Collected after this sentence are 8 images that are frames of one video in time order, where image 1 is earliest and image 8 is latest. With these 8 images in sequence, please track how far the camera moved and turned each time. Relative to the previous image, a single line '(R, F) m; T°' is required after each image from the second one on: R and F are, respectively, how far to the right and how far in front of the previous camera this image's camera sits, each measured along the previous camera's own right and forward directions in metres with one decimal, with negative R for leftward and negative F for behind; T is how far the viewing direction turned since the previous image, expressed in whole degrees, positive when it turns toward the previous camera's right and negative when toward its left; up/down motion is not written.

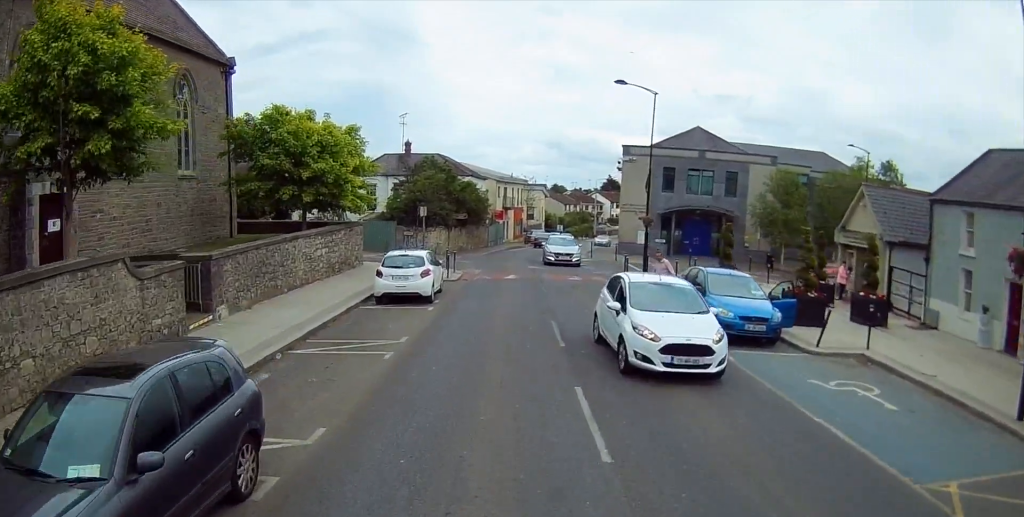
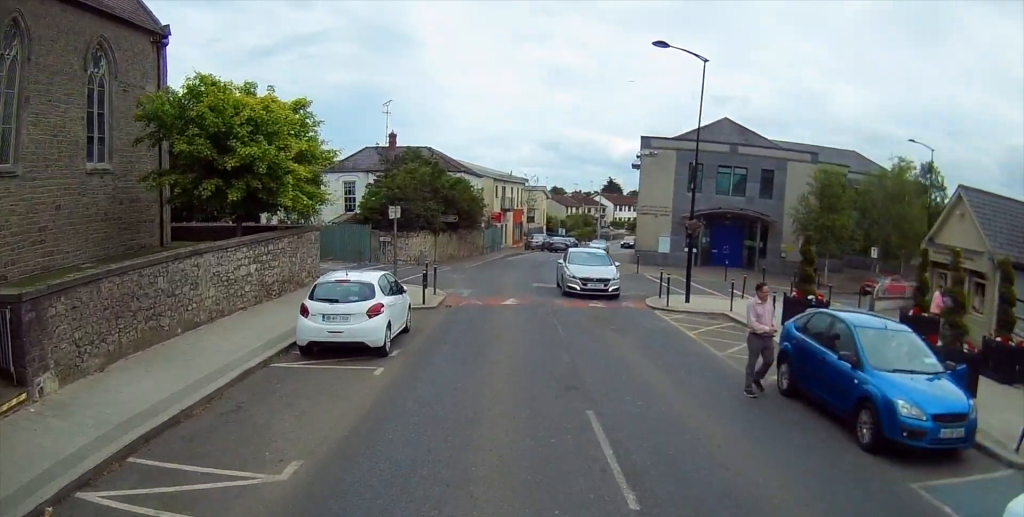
(+0.4, +7.1) m; +2°
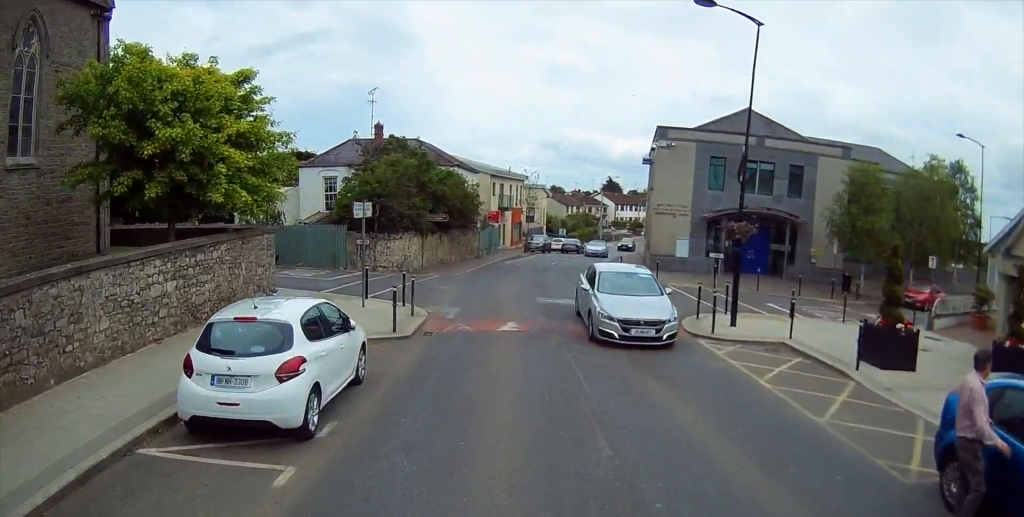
(0.0, +4.6) m; +1°
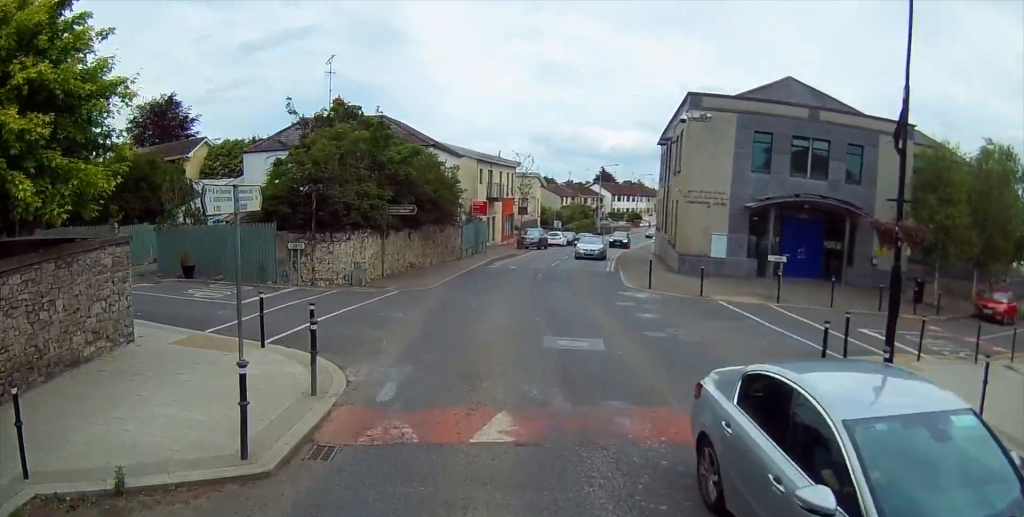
(0.0, +7.6) m; 0°
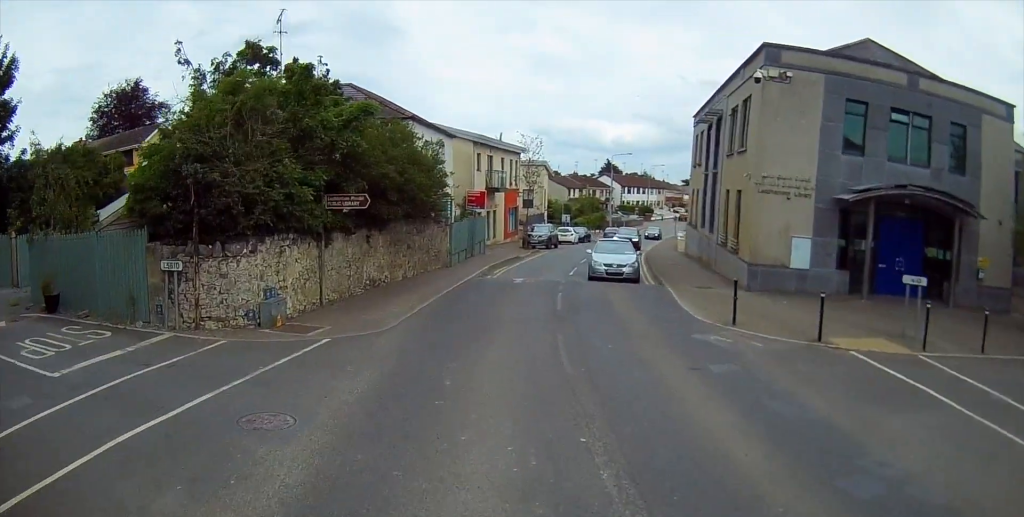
(-0.1, +8.4) m; -3°
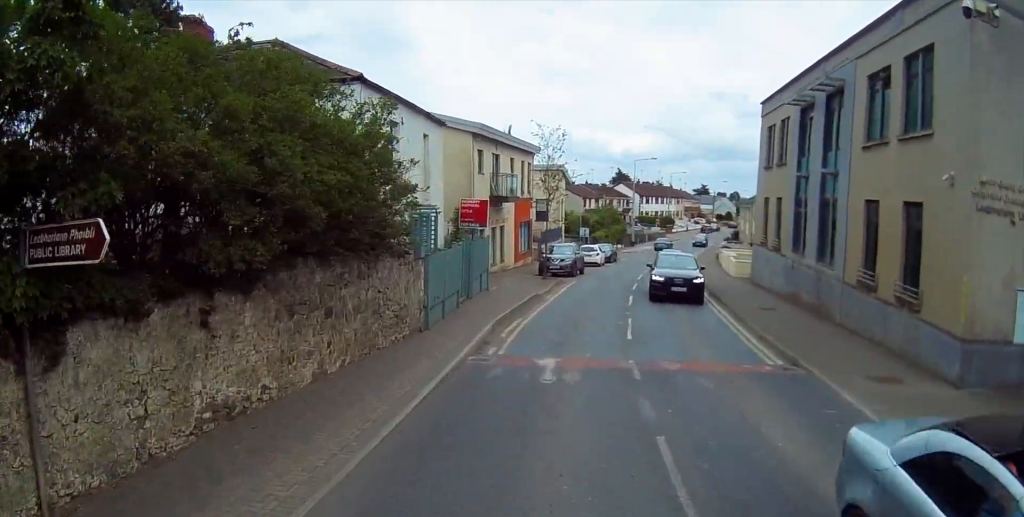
(-0.2, +11.3) m; +3°
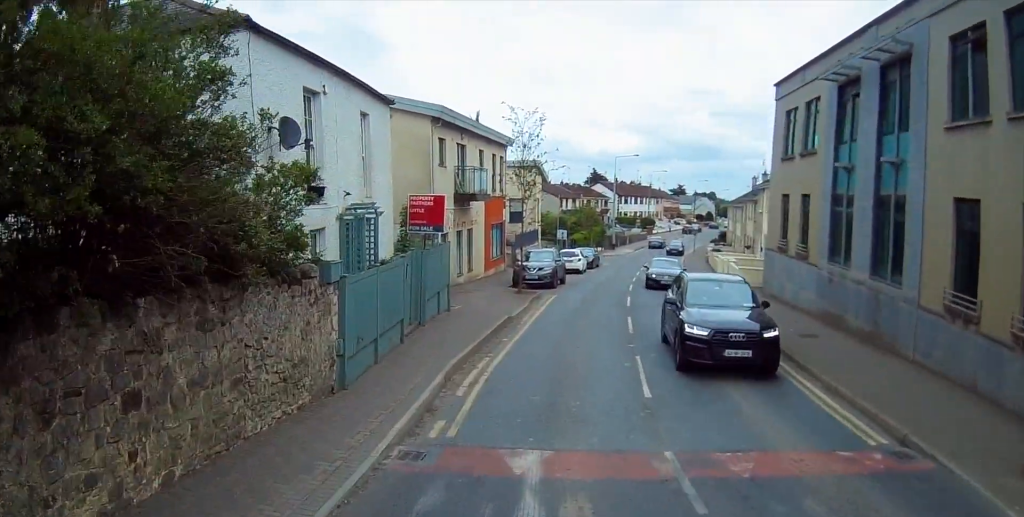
(+0.2, +5.0) m; +3°
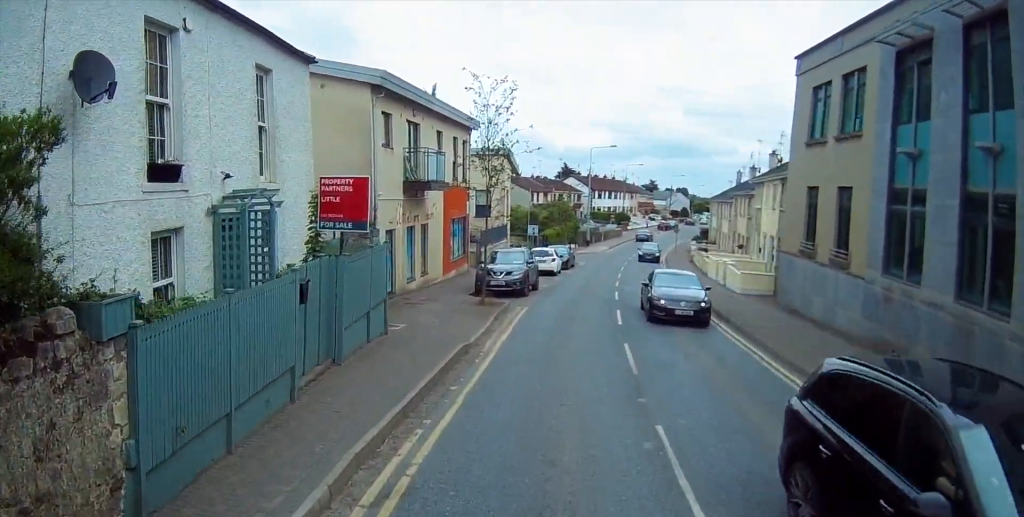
(+0.1, +4.9) m; +2°
